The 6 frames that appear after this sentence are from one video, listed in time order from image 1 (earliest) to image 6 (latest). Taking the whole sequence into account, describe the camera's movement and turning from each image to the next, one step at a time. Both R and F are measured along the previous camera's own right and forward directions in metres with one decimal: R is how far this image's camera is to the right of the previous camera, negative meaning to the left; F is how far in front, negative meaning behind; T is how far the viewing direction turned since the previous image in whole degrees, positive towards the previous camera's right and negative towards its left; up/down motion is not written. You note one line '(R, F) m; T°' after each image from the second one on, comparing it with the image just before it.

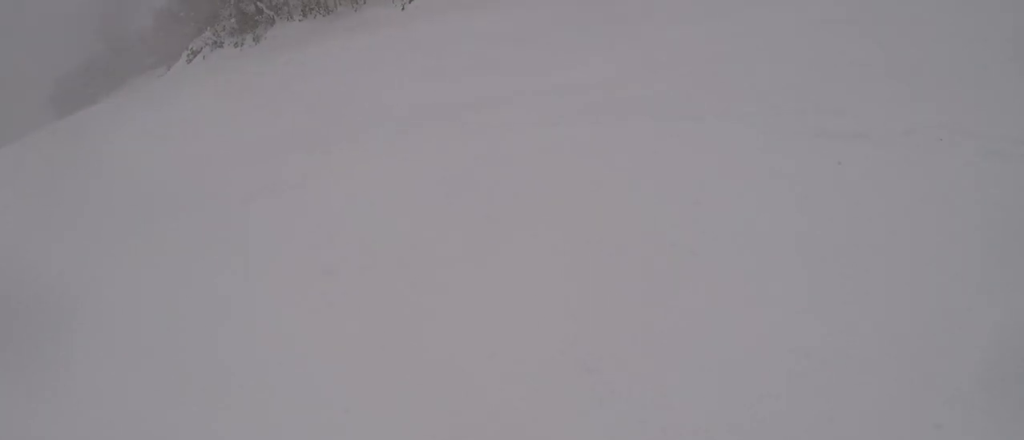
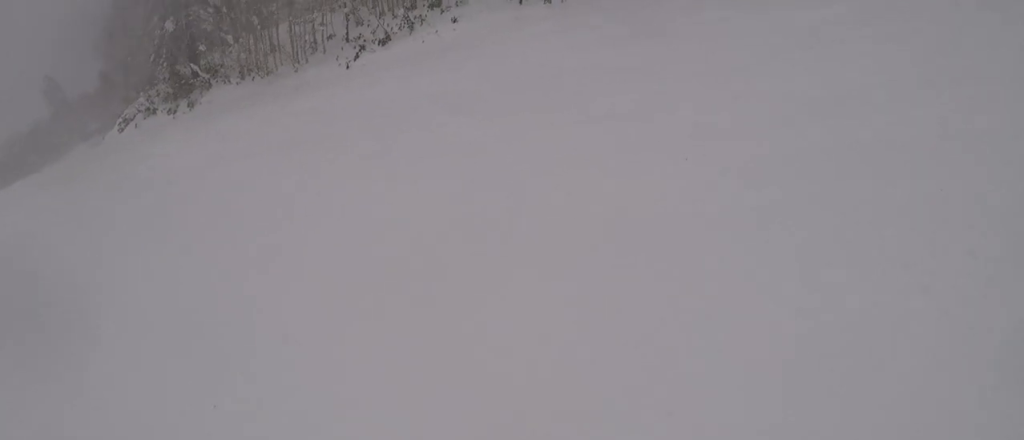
(0.0, +4.5) m; +4°
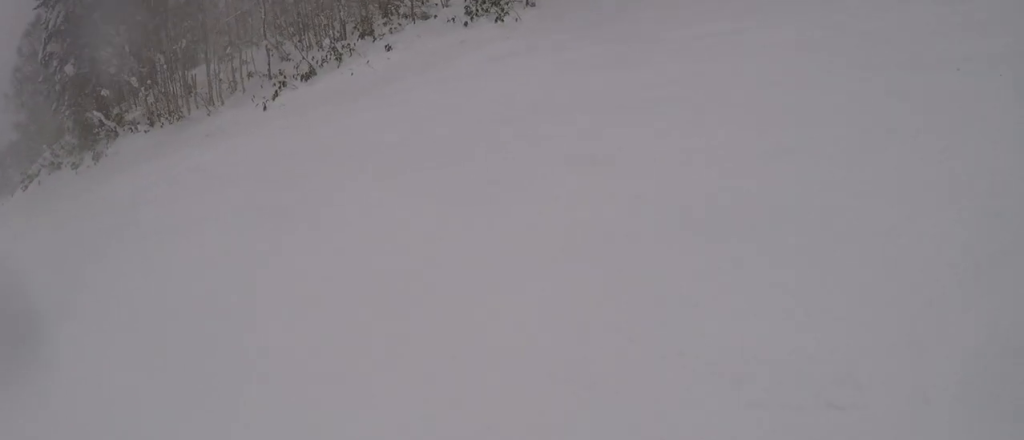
(+0.4, +5.5) m; +3°
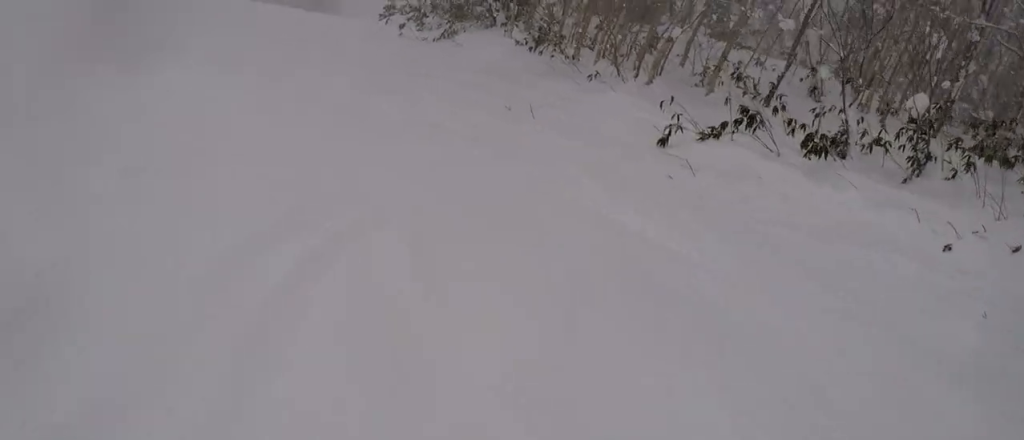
(-6.0, +21.0) m; -44°
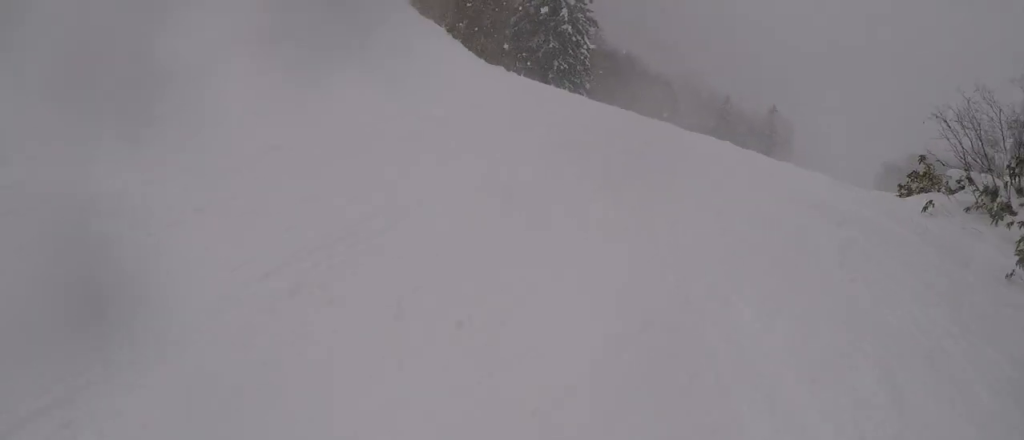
(-4.9, +14.4) m; -45°
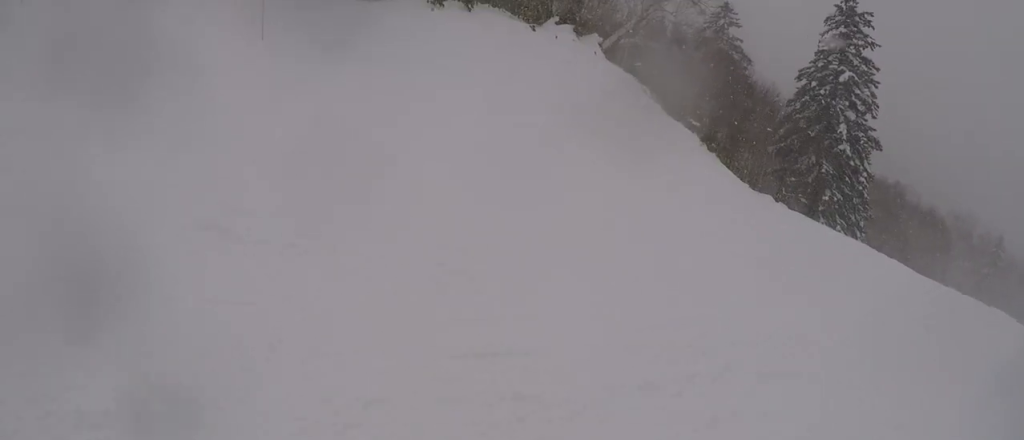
(-2.0, +11.4) m; -10°
